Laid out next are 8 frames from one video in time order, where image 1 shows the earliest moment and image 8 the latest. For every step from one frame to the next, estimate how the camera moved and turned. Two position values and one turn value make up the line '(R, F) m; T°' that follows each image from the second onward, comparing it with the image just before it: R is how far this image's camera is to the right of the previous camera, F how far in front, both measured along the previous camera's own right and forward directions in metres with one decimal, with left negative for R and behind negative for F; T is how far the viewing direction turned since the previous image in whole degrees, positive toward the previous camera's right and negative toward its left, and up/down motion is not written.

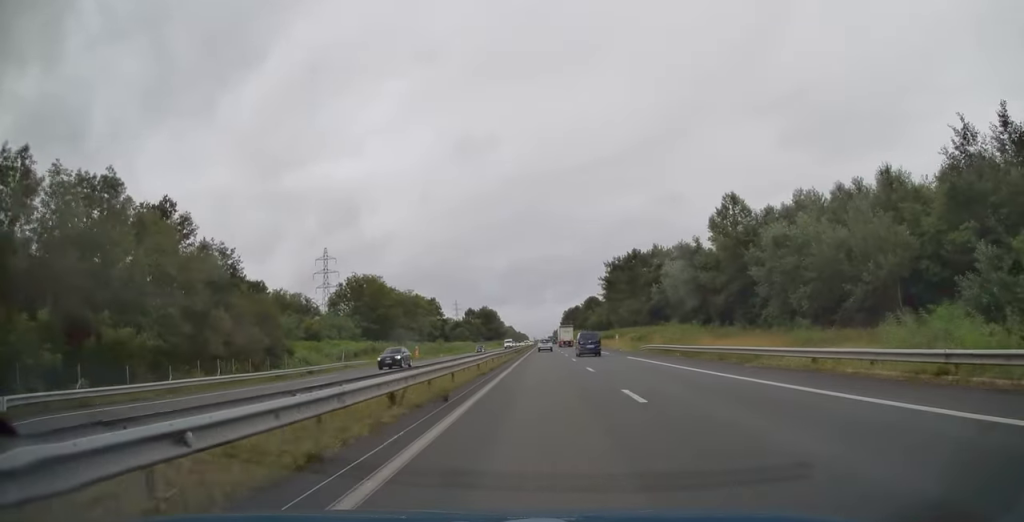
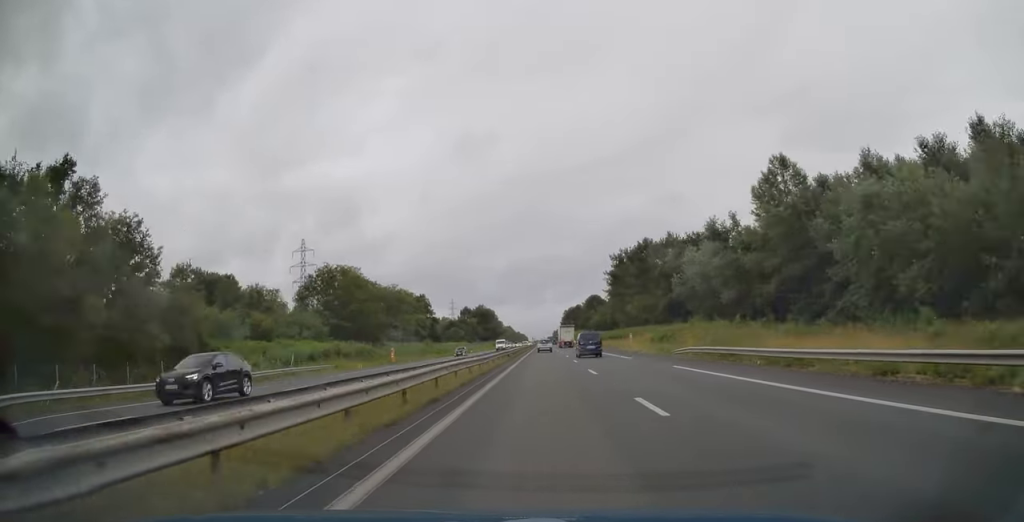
(0.0, +14.5) m; 0°
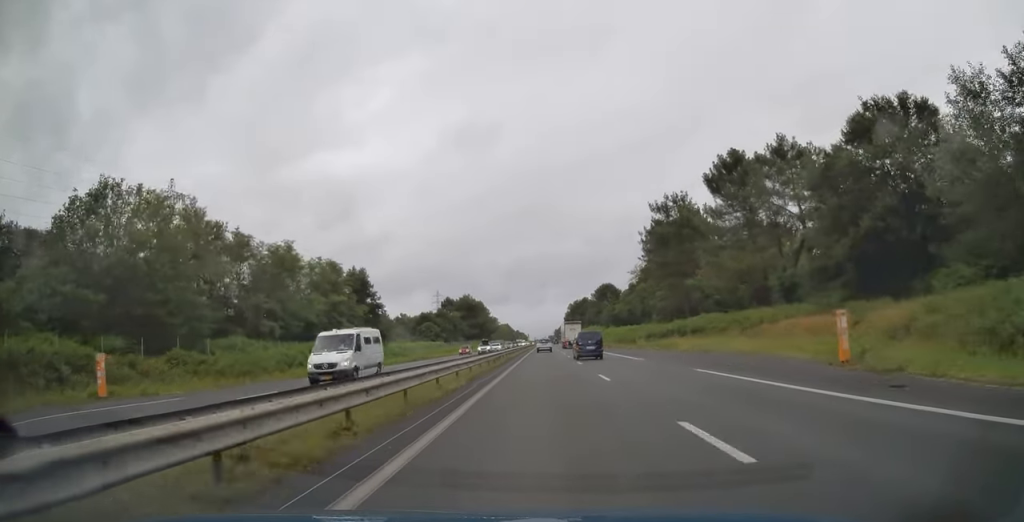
(0.0, +52.4) m; 0°
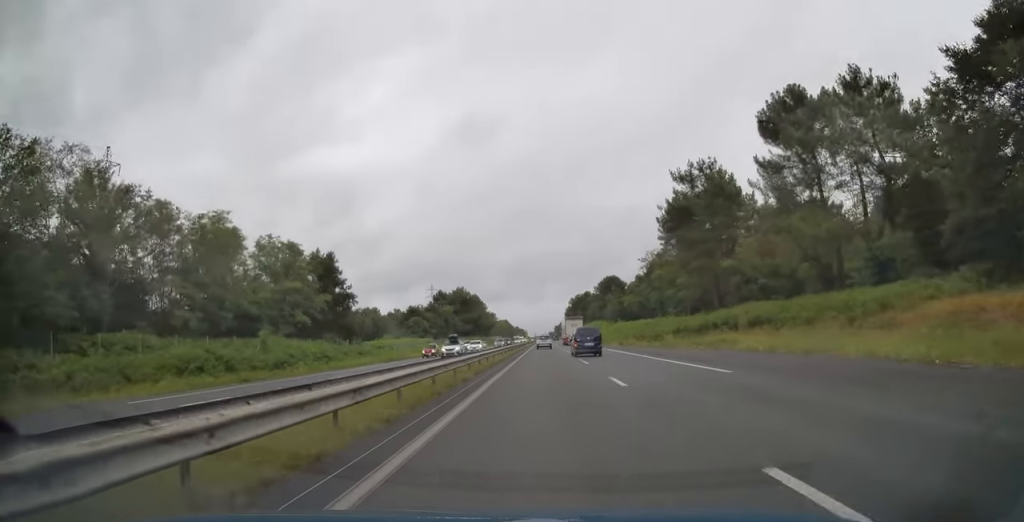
(0.0, +15.6) m; 0°
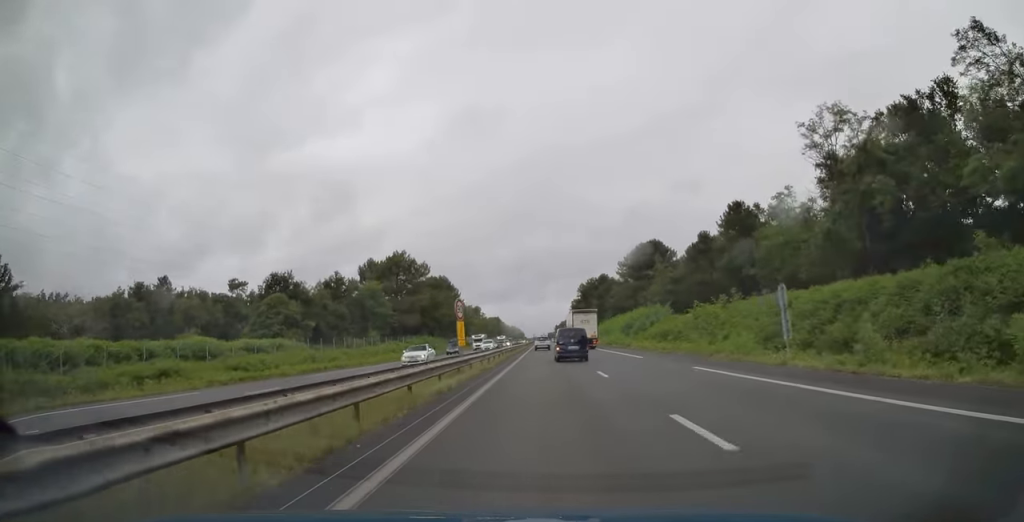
(+0.1, +92.2) m; 0°
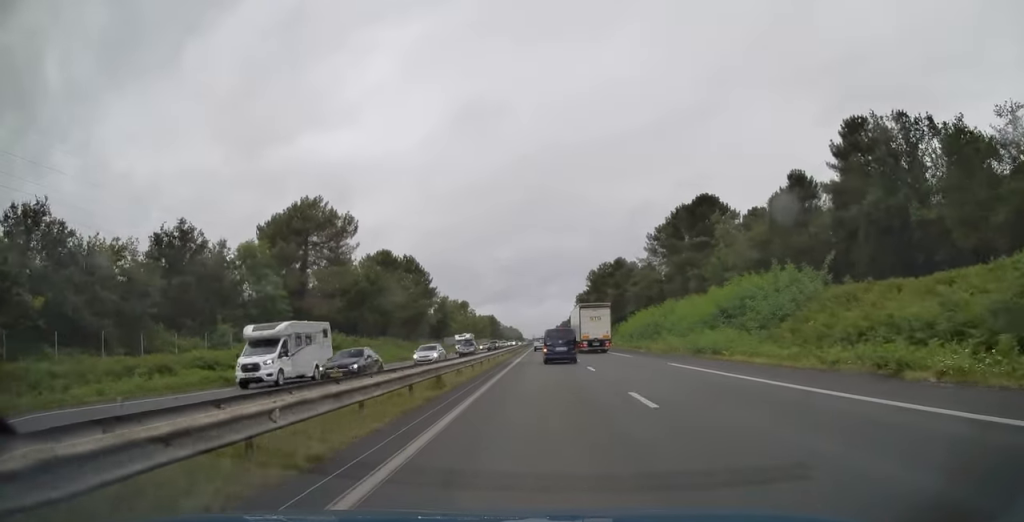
(0.0, +48.7) m; 0°
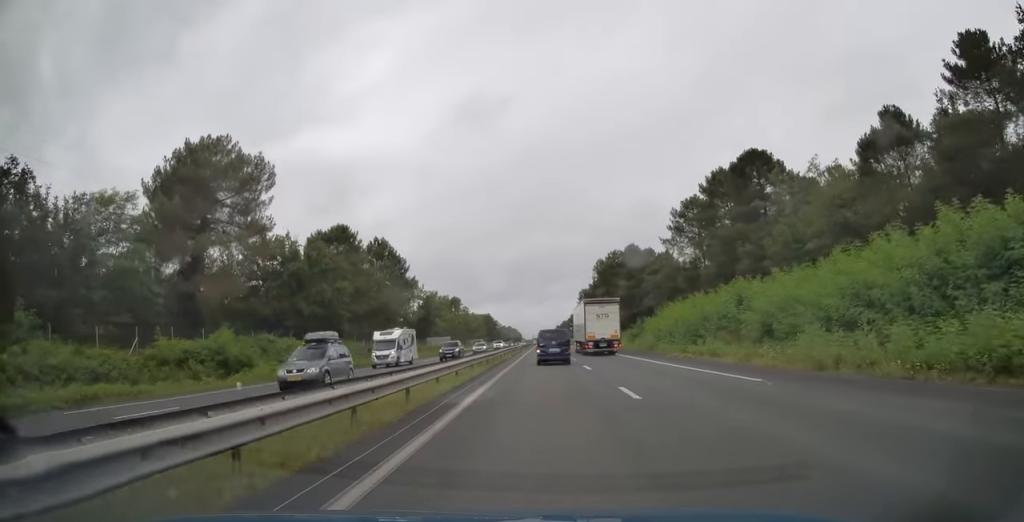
(-0.1, +24.5) m; 0°
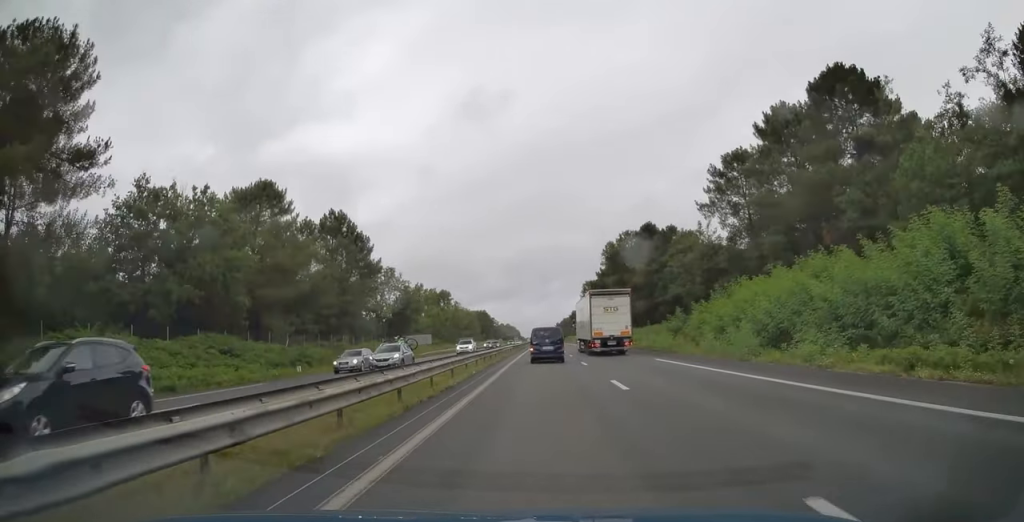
(0.0, +24.7) m; 0°
